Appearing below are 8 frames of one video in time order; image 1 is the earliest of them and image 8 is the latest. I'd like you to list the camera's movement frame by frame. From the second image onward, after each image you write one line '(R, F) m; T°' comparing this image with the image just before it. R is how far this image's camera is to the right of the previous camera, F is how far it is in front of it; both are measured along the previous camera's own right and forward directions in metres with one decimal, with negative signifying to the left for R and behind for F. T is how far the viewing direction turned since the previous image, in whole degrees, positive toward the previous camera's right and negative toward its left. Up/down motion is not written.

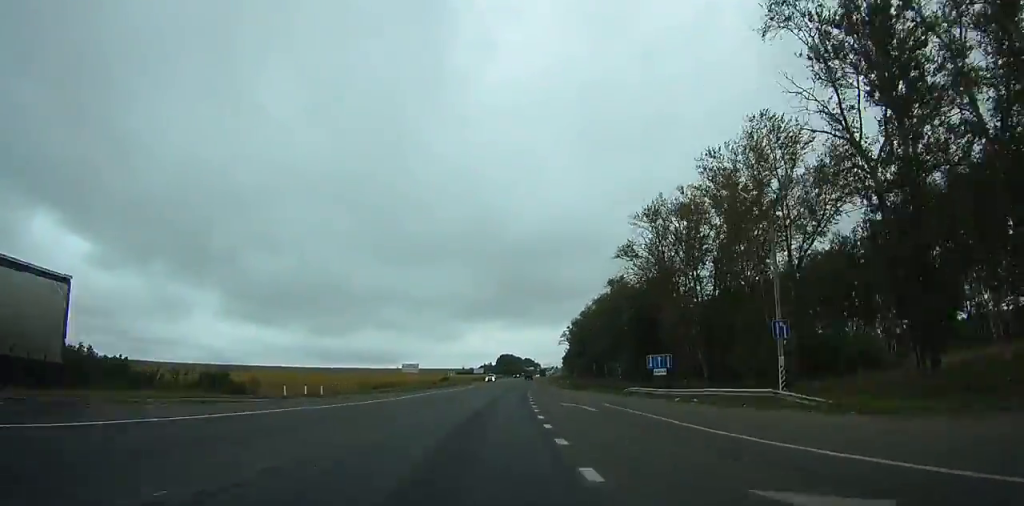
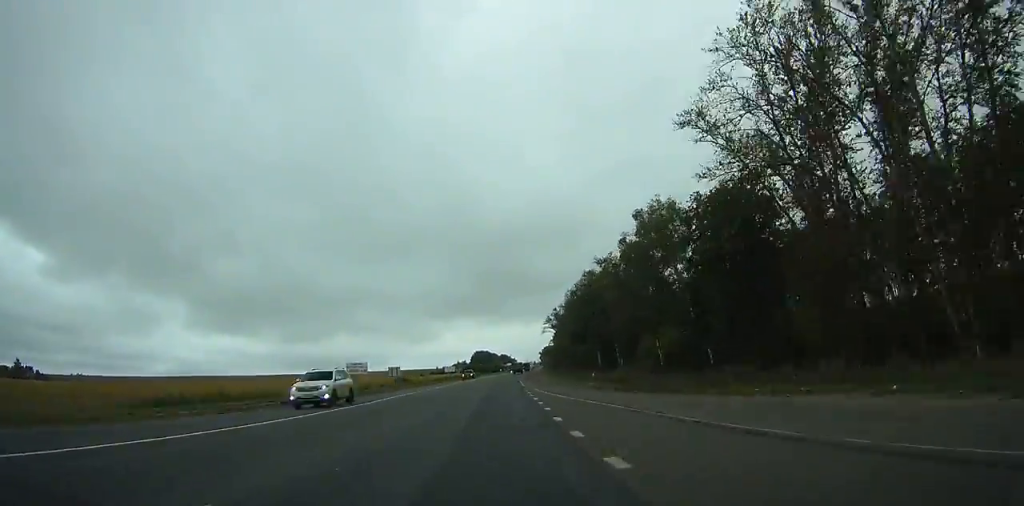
(+0.7, +48.1) m; +1°
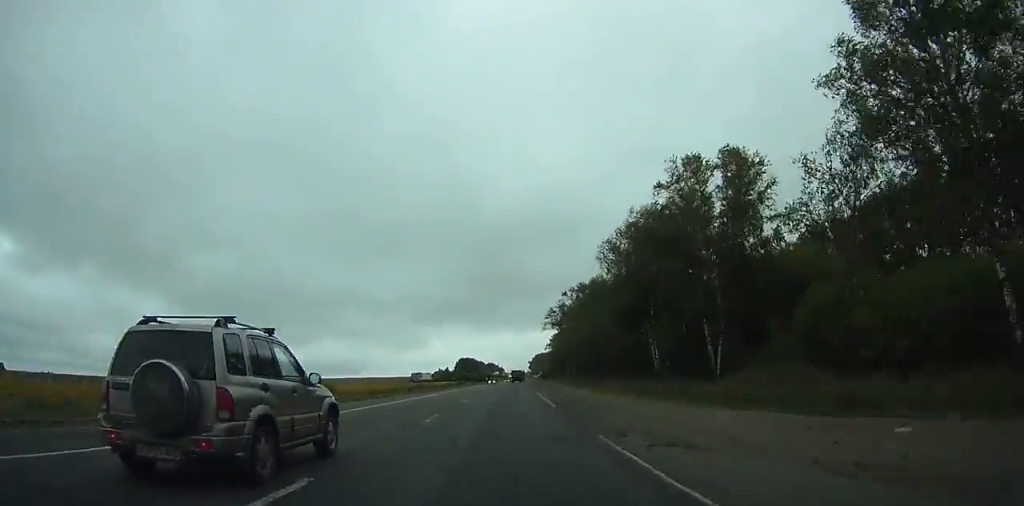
(-0.5, +60.7) m; 0°
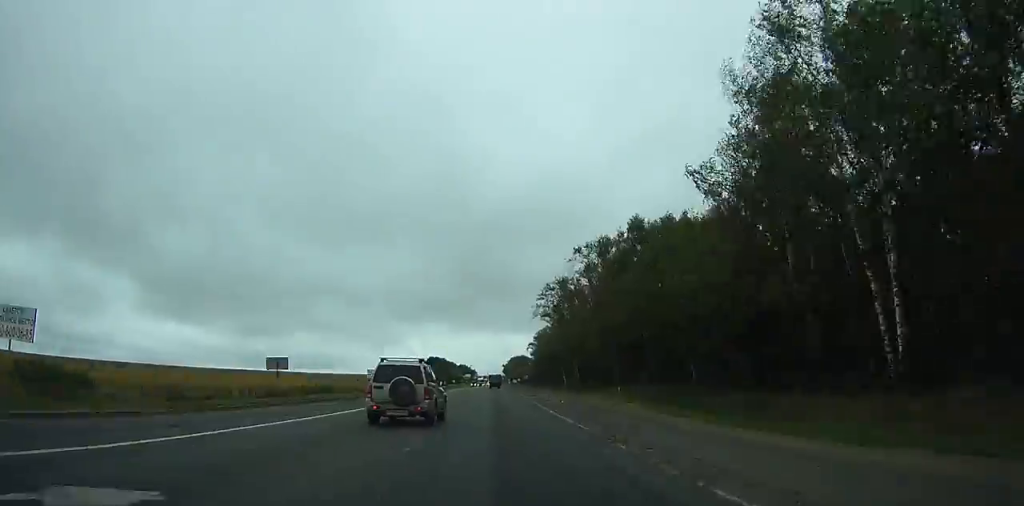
(+1.4, +55.7) m; +3°
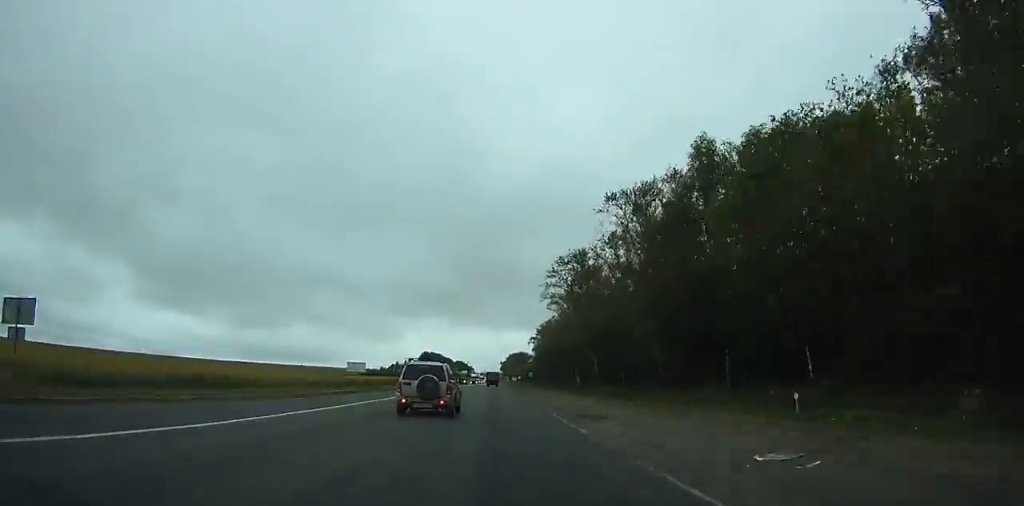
(+0.4, +25.8) m; +1°
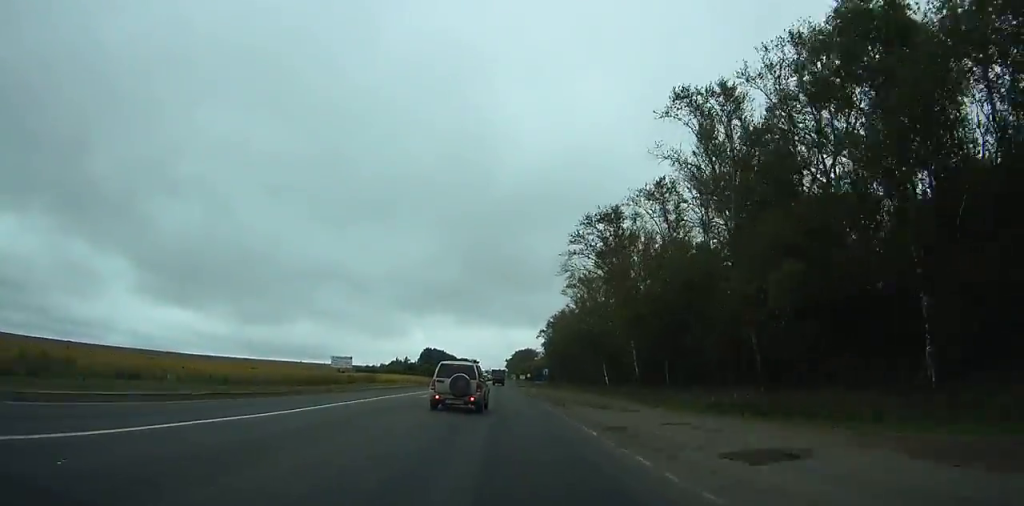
(+0.2, +24.1) m; 0°
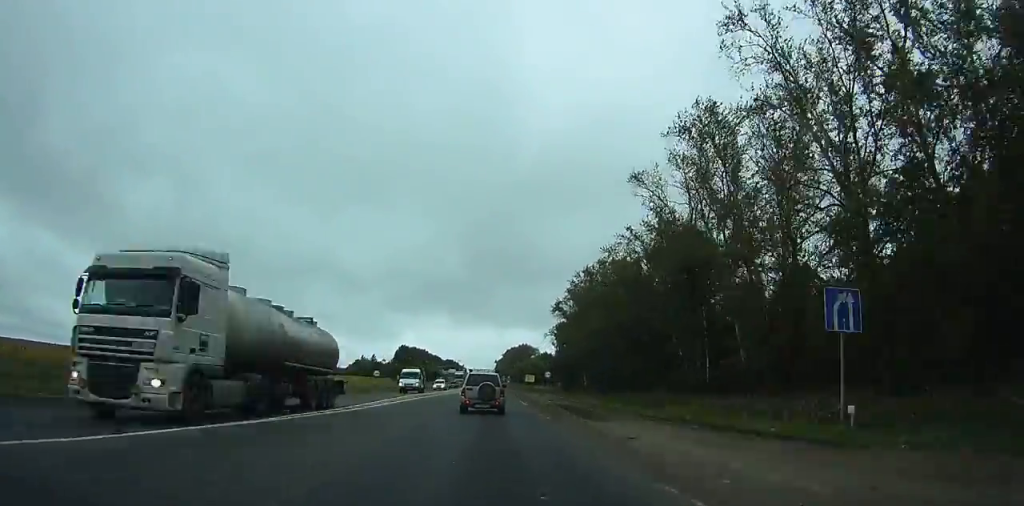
(+0.1, +84.1) m; 0°
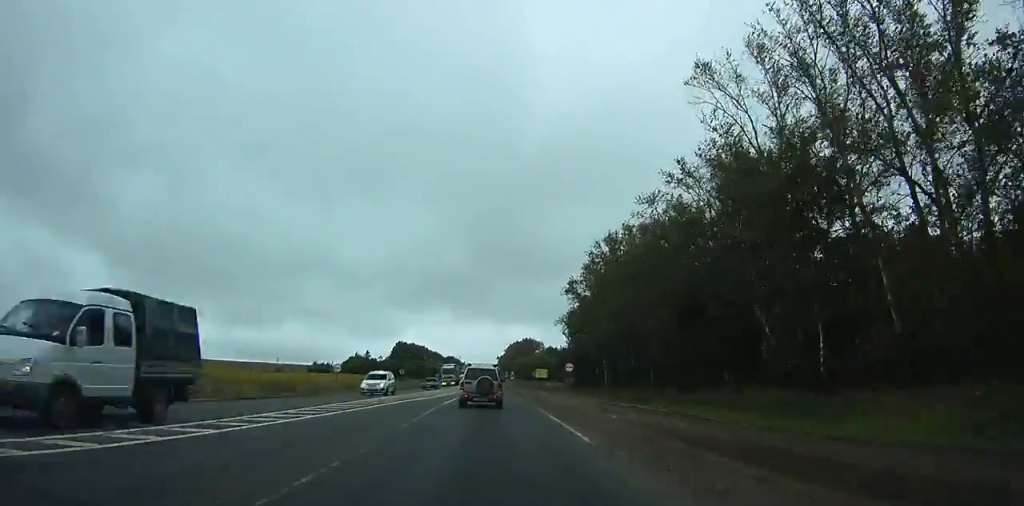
(0.0, +21.6) m; 0°
